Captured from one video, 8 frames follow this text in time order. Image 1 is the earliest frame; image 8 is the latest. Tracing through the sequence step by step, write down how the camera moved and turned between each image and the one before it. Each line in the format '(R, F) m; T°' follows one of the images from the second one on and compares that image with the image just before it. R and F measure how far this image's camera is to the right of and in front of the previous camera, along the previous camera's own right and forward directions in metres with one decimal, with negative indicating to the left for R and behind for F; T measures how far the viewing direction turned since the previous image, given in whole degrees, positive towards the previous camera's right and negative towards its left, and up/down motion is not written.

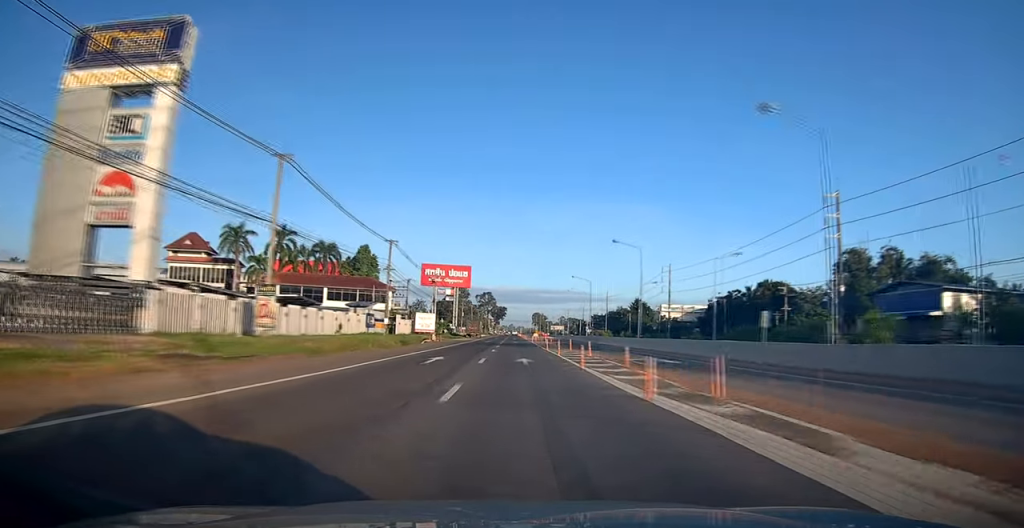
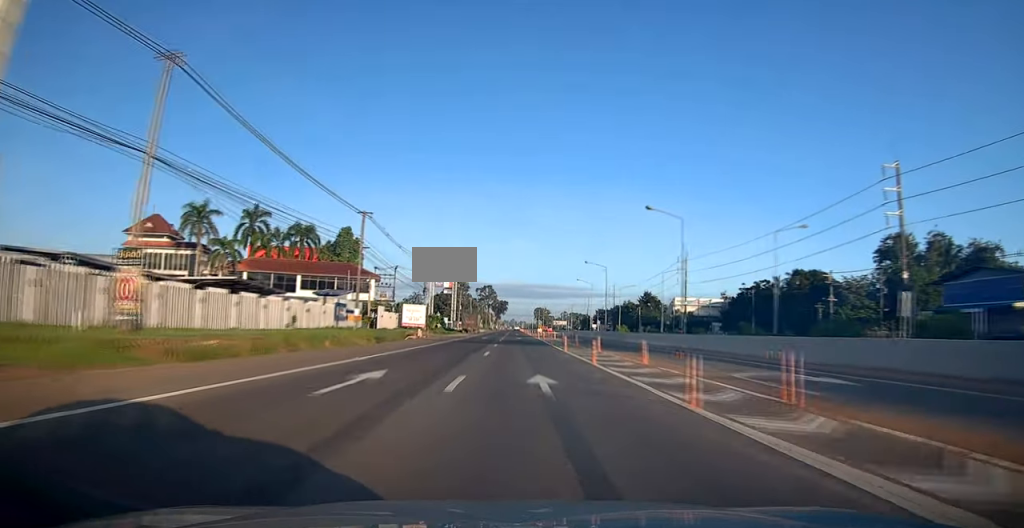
(0.0, +12.2) m; 0°
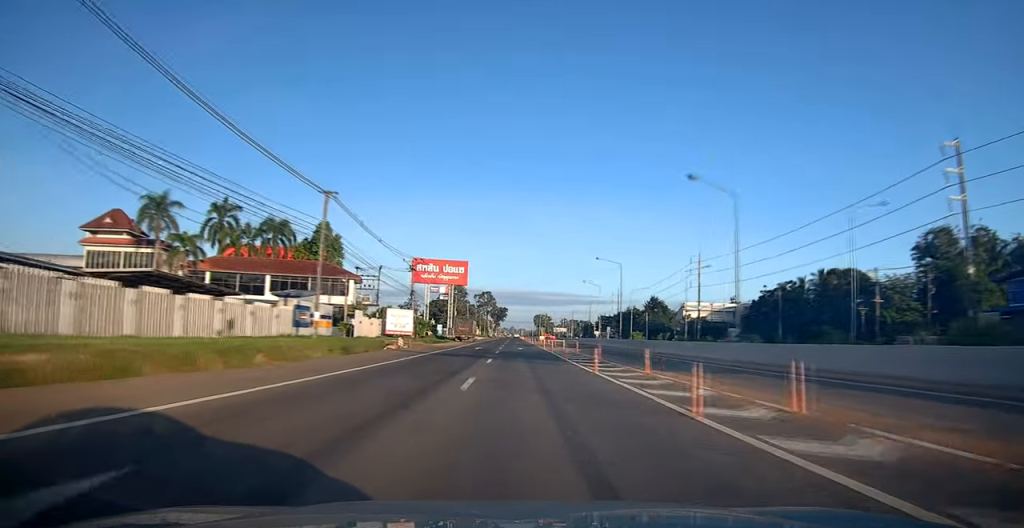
(0.0, +10.0) m; 0°
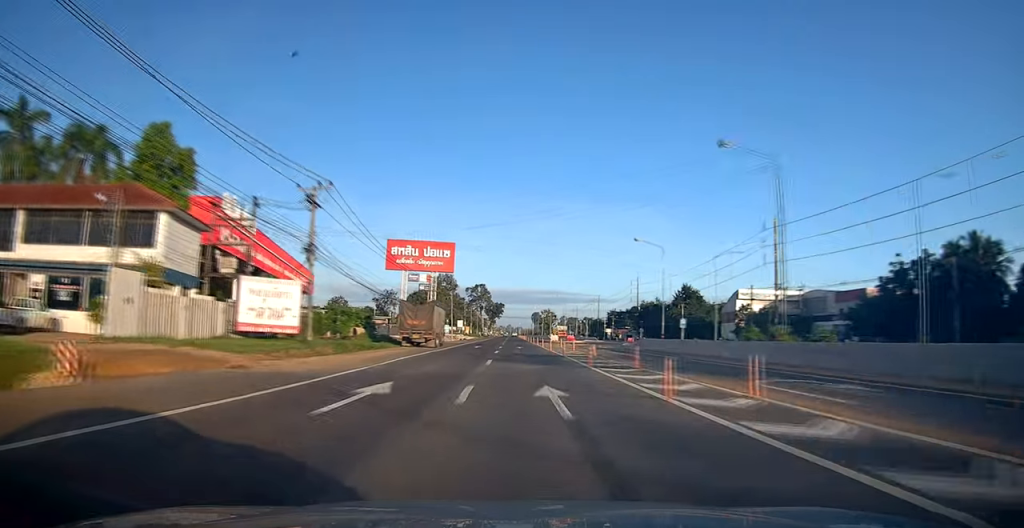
(0.0, +37.9) m; 0°
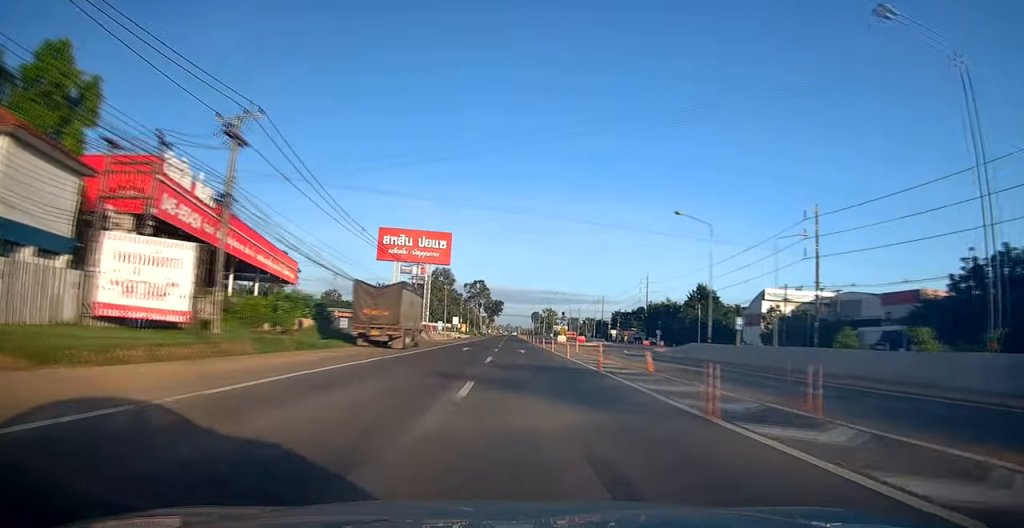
(0.0, +12.2) m; 0°
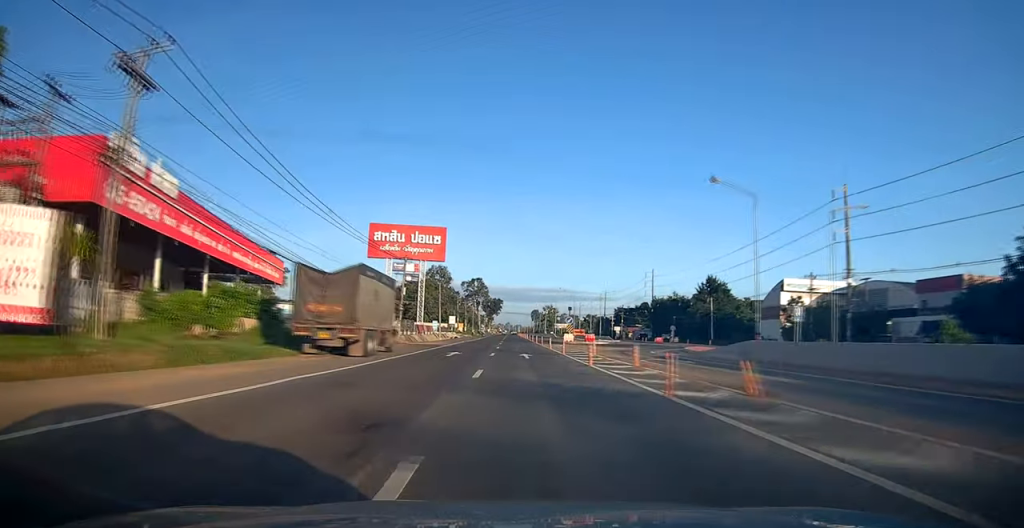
(0.0, +7.9) m; 0°
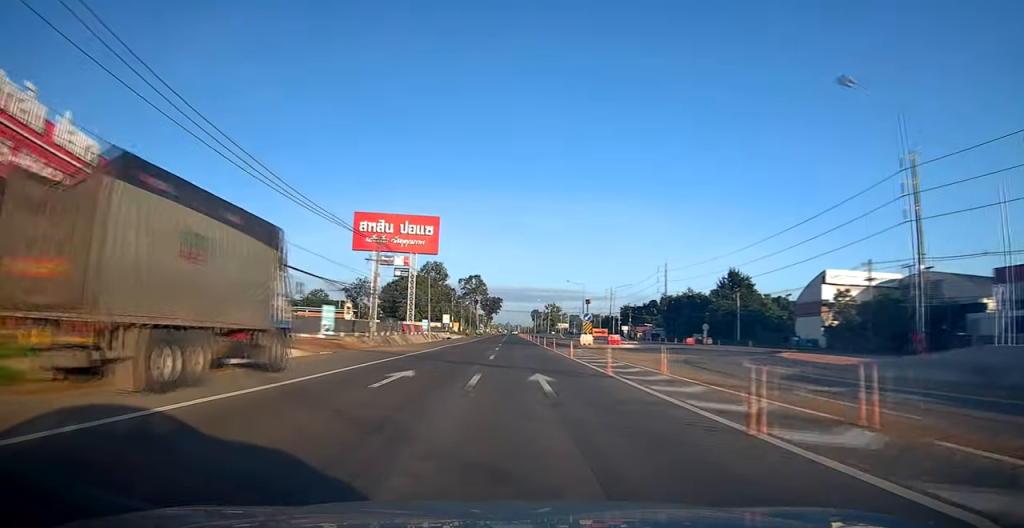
(0.0, +13.6) m; 0°
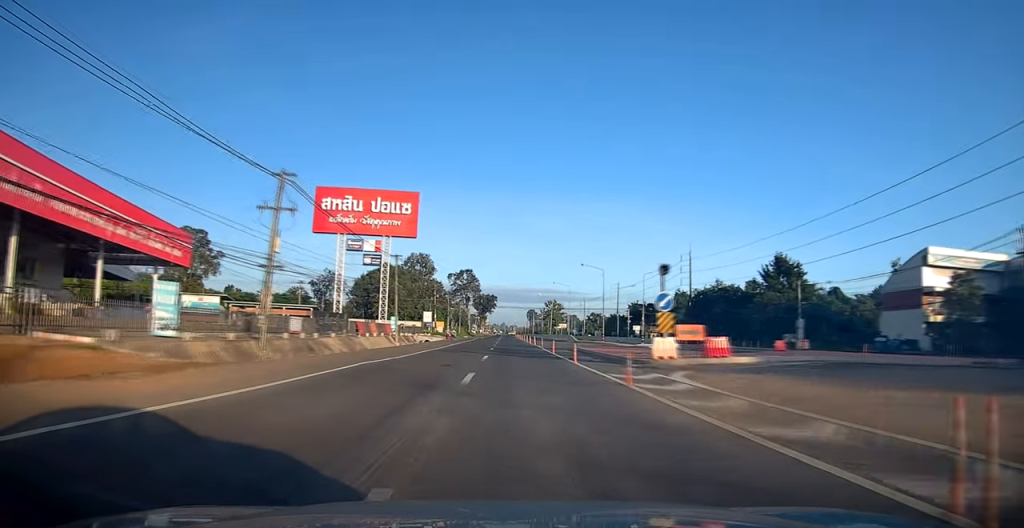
(+0.1, +23.7) m; 0°
